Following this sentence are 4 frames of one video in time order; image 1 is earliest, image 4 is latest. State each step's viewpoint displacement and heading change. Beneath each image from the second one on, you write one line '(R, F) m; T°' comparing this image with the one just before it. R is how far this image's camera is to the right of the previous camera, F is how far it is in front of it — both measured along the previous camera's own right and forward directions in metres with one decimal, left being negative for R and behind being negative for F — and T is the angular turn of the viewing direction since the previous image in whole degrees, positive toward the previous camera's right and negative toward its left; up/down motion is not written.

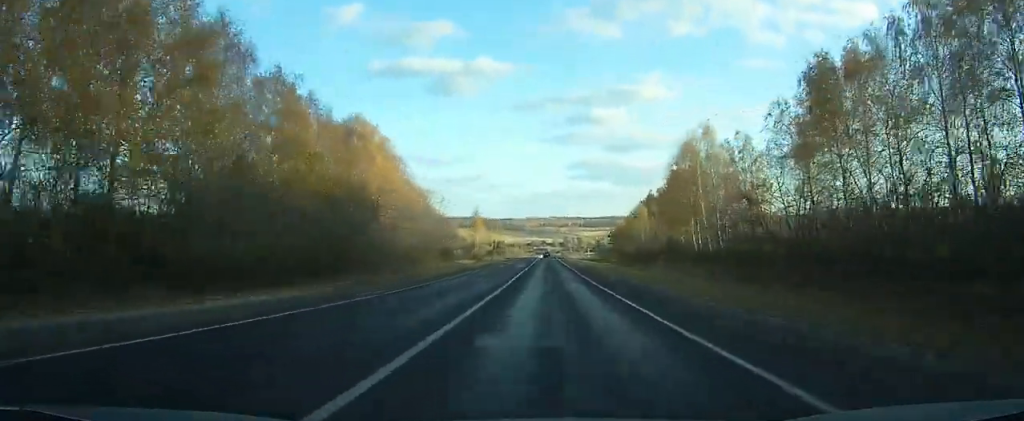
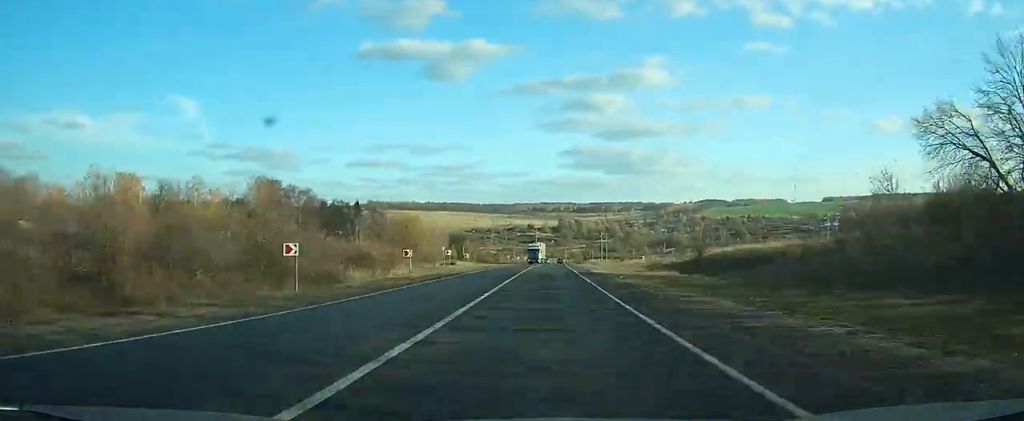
(0.0, +231.0) m; +1°
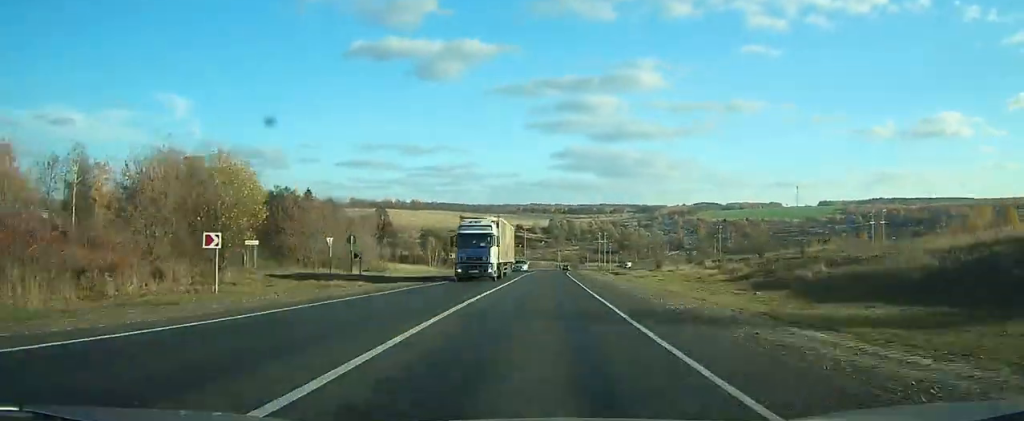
(+0.3, +42.9) m; +1°
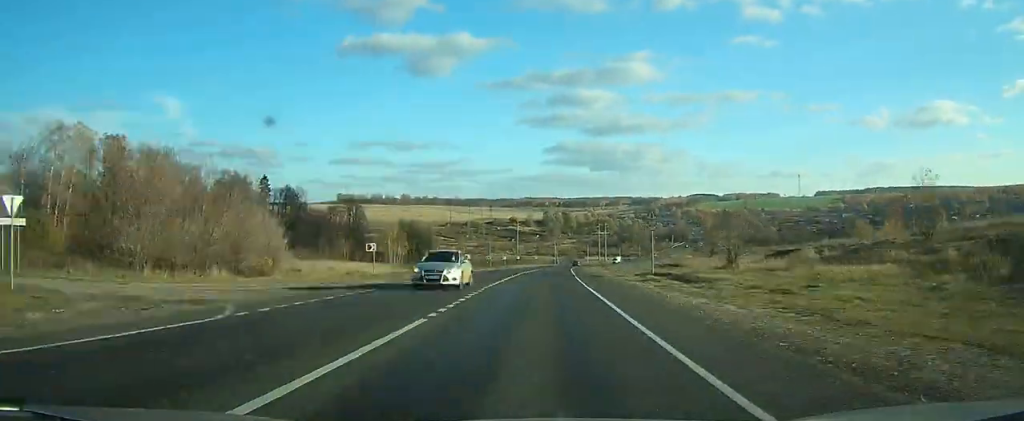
(+0.3, +27.0) m; +1°
